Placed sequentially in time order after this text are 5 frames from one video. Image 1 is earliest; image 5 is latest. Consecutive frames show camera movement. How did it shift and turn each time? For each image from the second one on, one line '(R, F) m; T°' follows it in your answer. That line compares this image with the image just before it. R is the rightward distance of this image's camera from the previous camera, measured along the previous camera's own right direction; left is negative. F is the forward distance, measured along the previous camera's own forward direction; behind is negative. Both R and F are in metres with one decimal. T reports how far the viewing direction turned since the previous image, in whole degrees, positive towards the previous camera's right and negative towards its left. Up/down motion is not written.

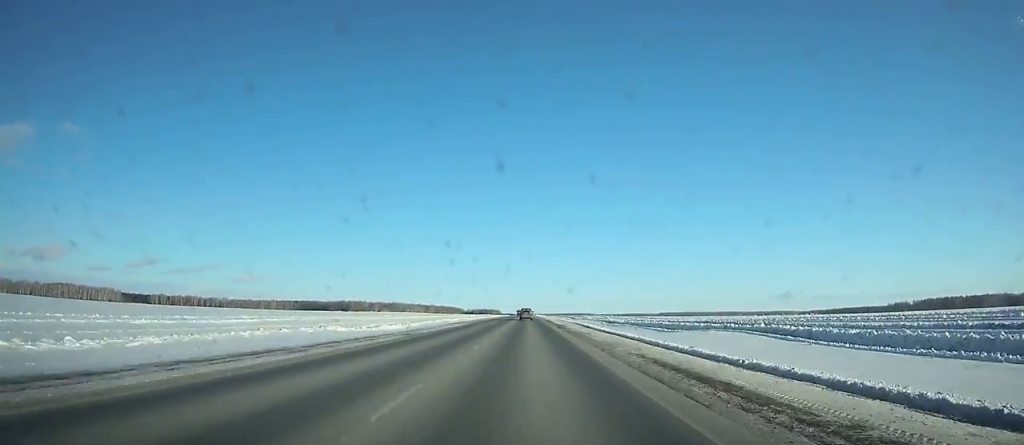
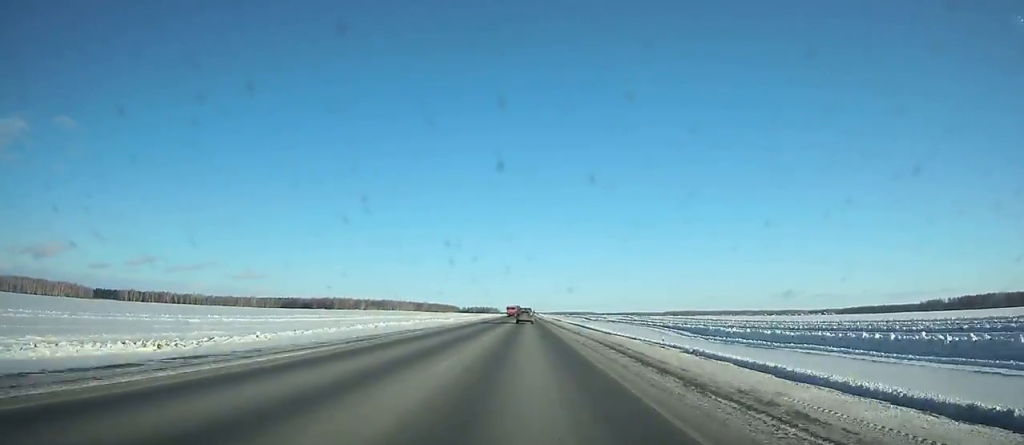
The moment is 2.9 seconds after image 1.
(0.0, +102.0) m; 0°
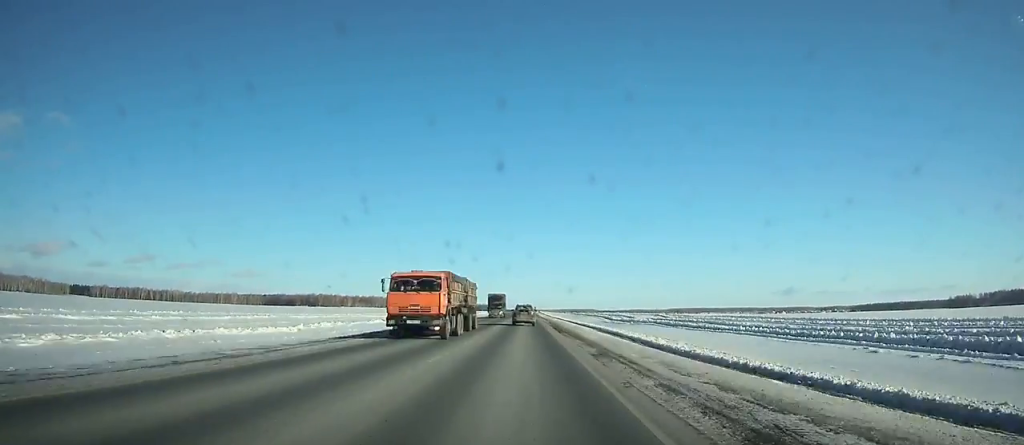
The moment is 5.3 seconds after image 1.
(0.0, +81.0) m; 0°
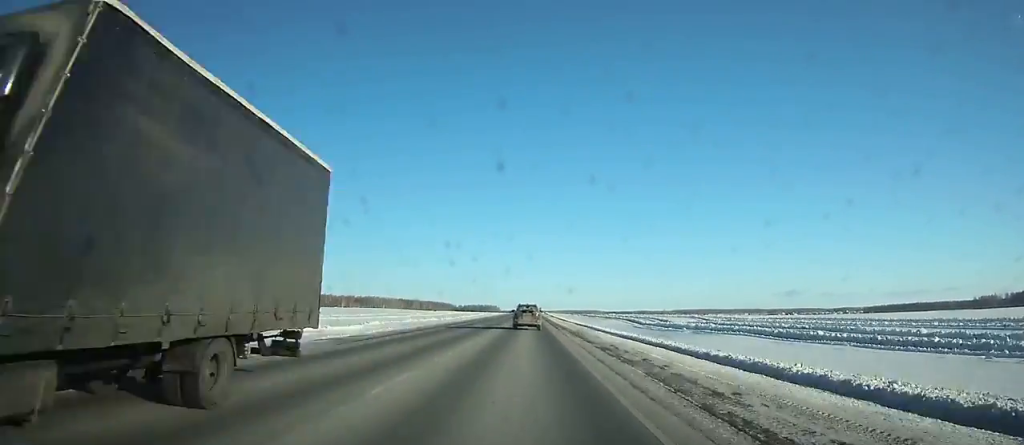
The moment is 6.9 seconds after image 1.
(0.0, +52.2) m; 0°
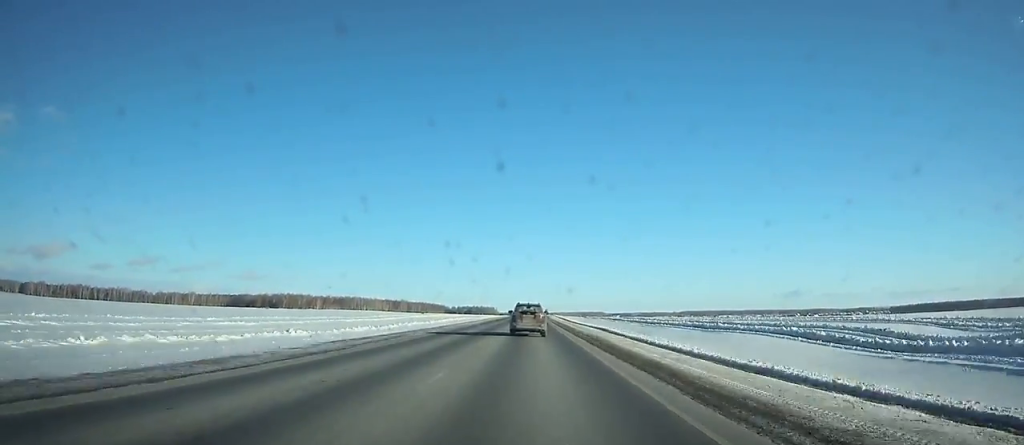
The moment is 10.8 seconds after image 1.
(0.0, +120.0) m; 0°
